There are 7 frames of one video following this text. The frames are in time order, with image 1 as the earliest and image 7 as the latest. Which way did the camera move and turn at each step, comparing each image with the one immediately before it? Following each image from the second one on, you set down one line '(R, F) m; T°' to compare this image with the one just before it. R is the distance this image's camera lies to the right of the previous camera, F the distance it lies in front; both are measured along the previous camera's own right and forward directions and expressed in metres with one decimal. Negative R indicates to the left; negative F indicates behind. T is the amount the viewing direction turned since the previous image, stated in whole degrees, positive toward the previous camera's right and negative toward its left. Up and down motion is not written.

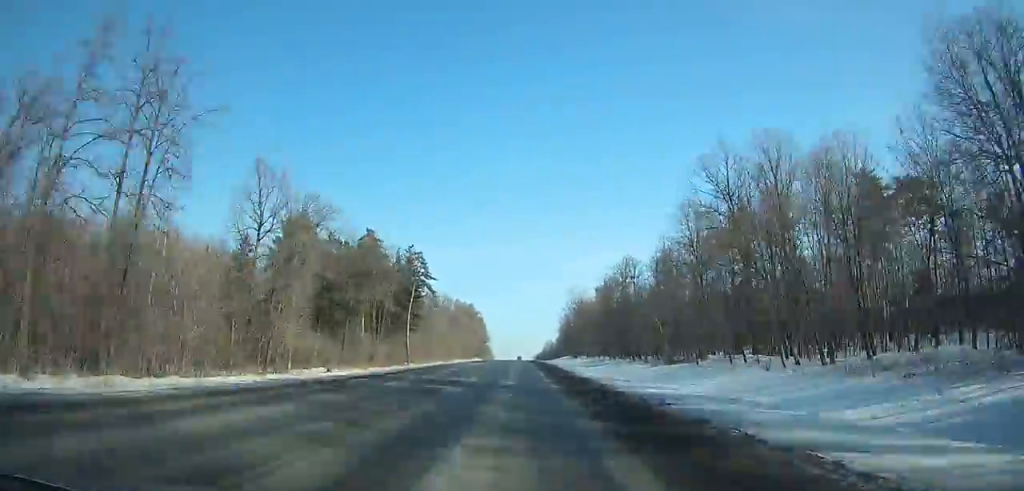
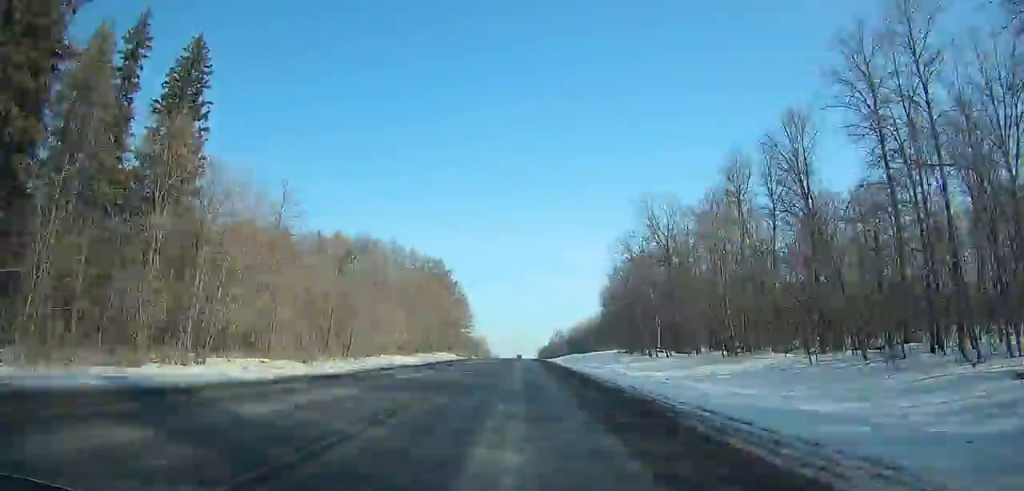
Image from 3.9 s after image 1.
(-0.1, +95.1) m; 0°
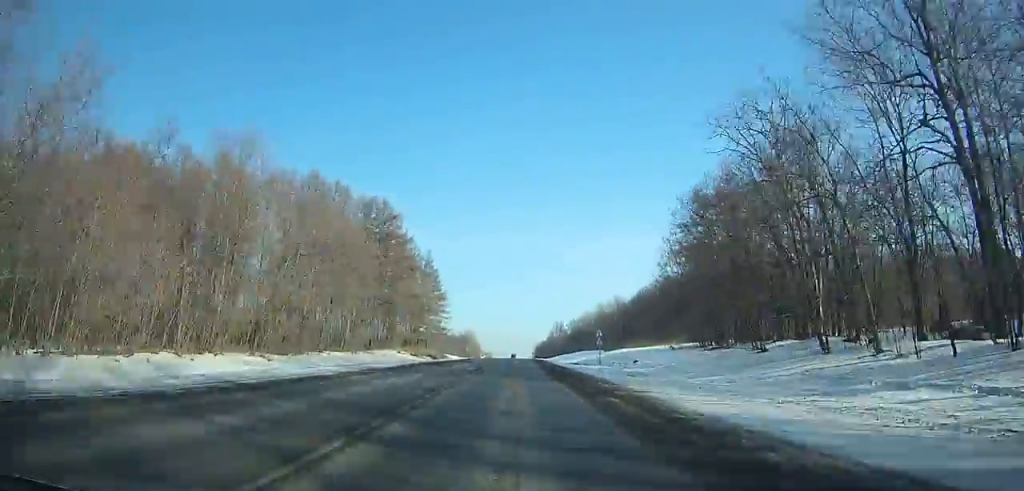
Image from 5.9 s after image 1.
(-0.1, +49.3) m; 0°
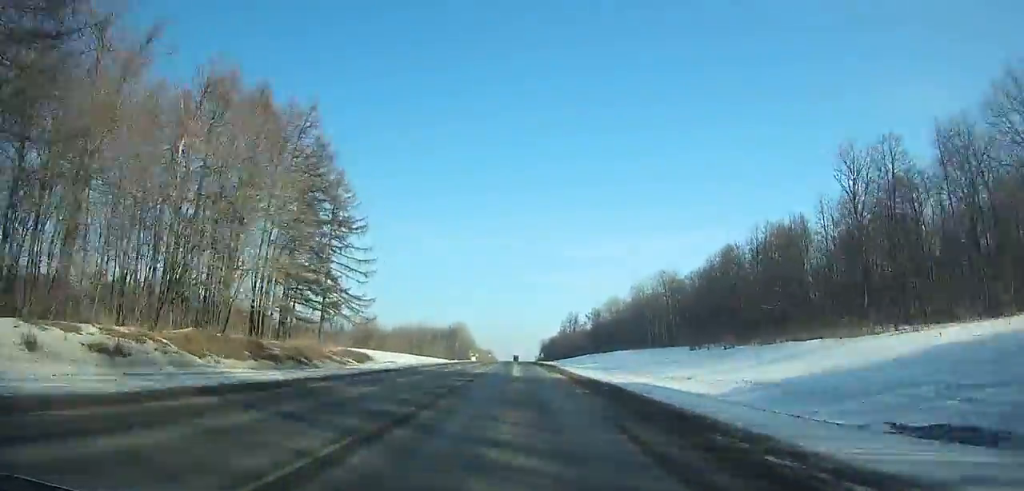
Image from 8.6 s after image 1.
(-0.1, +67.3) m; 0°
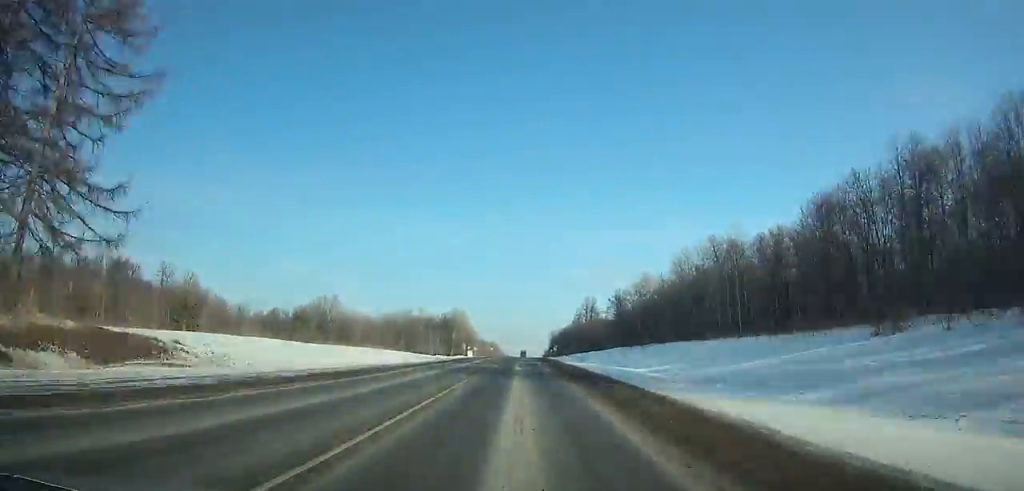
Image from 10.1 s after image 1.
(-0.1, +37.7) m; 0°
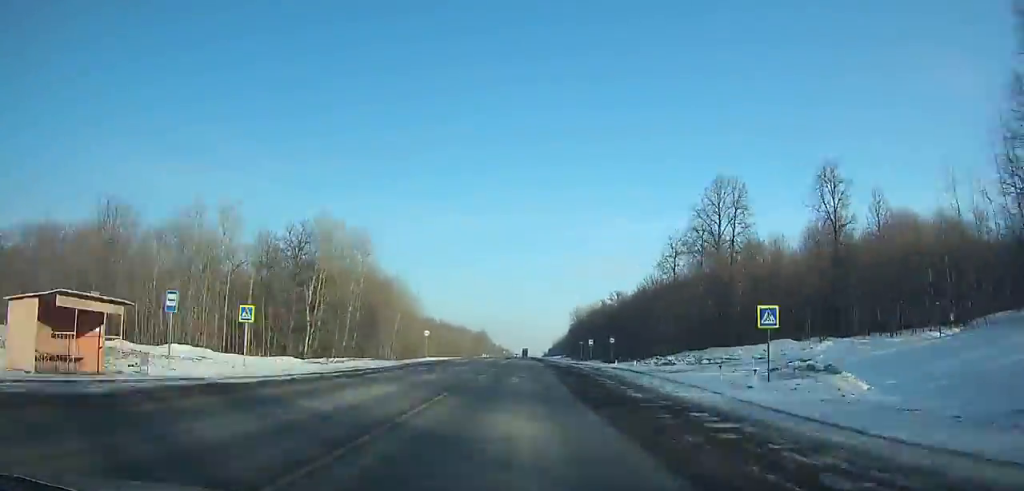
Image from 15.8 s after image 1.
(0.0, +145.6) m; 0°
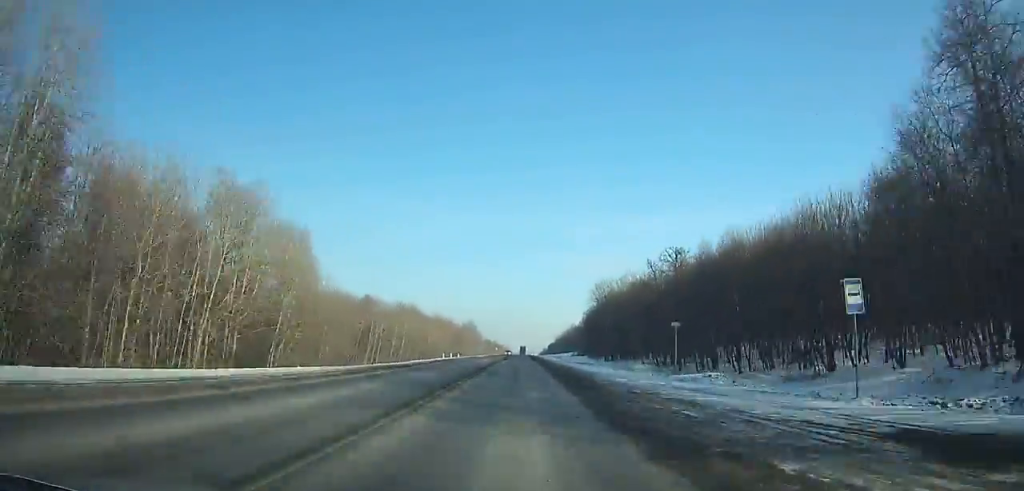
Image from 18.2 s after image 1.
(+0.1, +61.7) m; 0°
